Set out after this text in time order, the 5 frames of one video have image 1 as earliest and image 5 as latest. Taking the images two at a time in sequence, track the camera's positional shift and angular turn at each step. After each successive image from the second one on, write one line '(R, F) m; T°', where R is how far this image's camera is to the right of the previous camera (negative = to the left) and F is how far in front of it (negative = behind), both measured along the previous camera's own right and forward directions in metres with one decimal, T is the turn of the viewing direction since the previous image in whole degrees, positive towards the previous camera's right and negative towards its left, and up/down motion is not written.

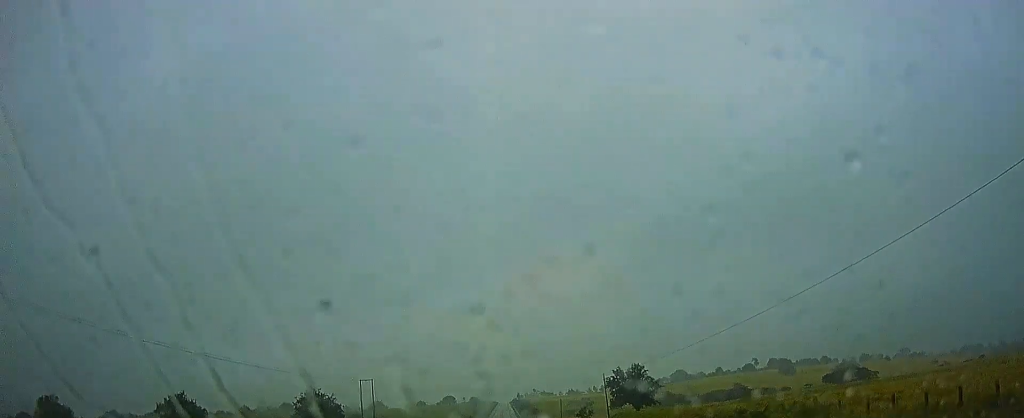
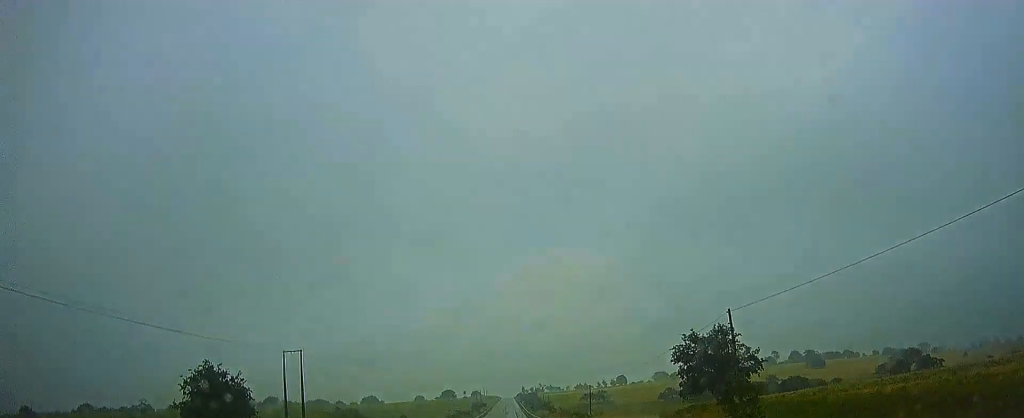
(-0.2, +43.6) m; 0°
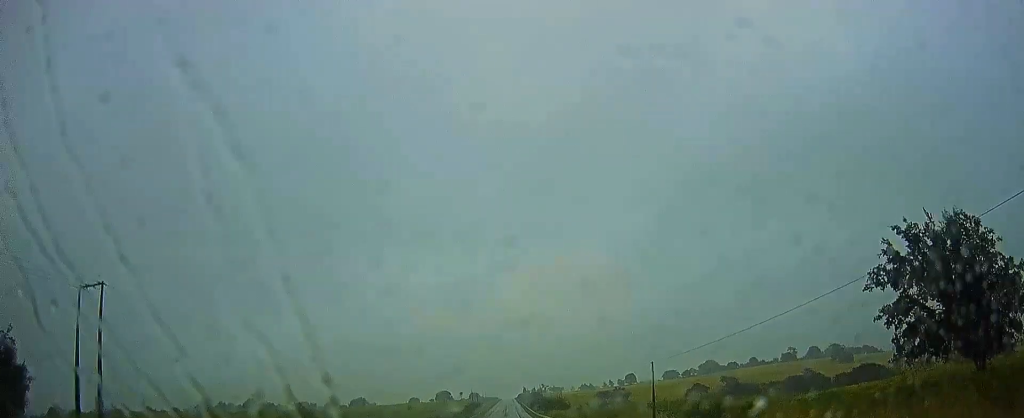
(+0.1, +41.4) m; +1°
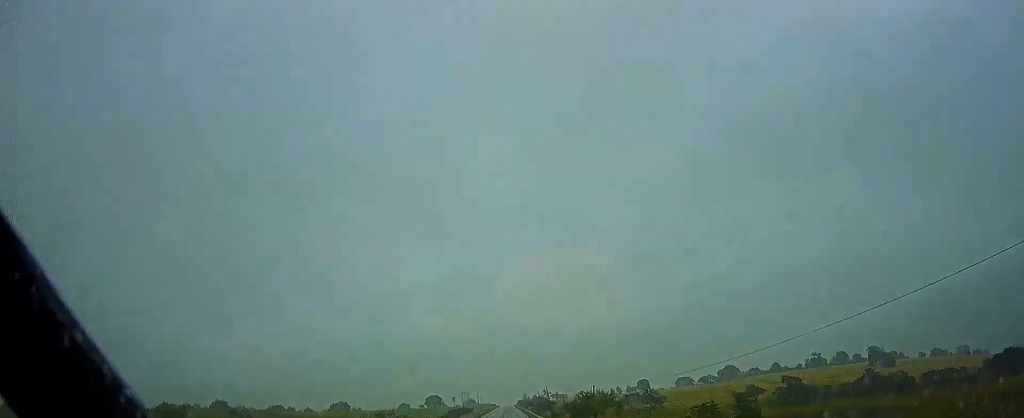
(+0.2, +53.9) m; 0°
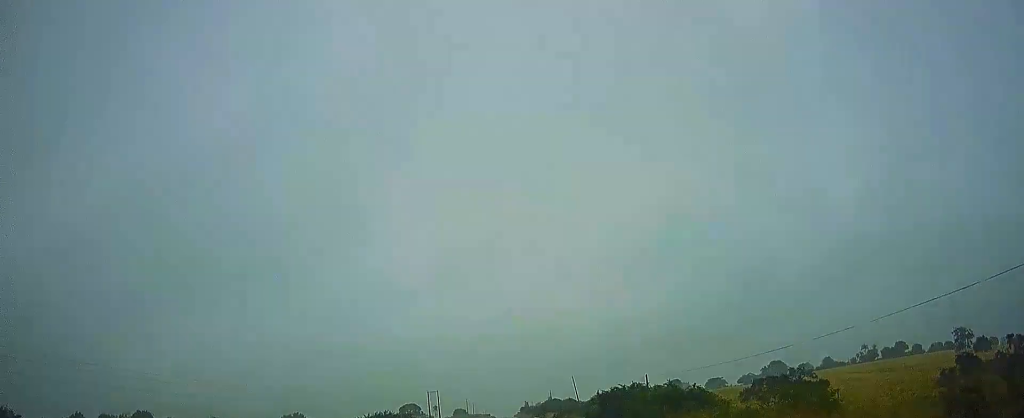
(0.0, +96.8) m; 0°
